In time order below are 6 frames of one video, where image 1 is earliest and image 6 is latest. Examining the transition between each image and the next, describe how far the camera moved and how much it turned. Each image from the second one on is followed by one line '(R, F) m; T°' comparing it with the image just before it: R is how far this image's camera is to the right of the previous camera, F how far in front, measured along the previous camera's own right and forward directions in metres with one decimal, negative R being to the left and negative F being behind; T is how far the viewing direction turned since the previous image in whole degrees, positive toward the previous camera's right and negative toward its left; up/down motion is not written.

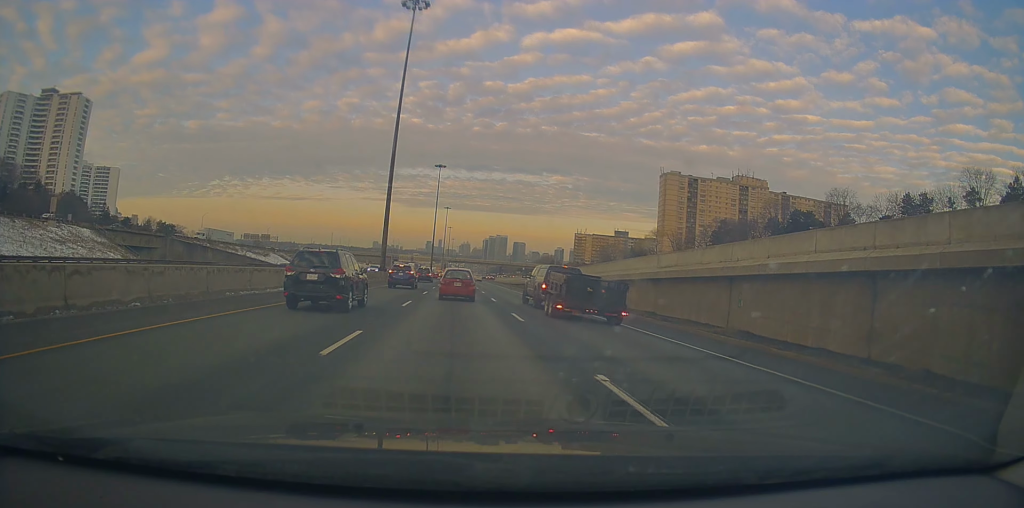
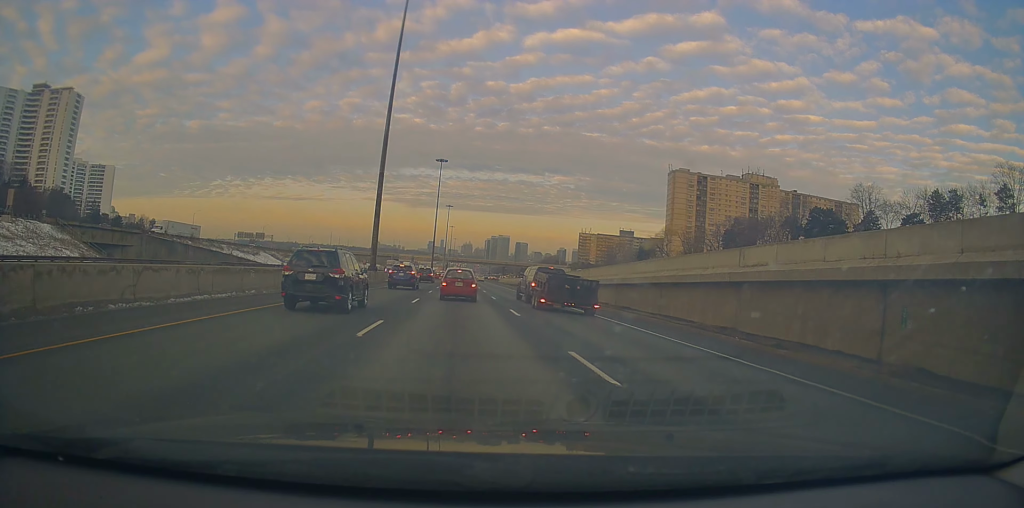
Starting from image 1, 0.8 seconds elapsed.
(+0.4, +9.1) m; +1°
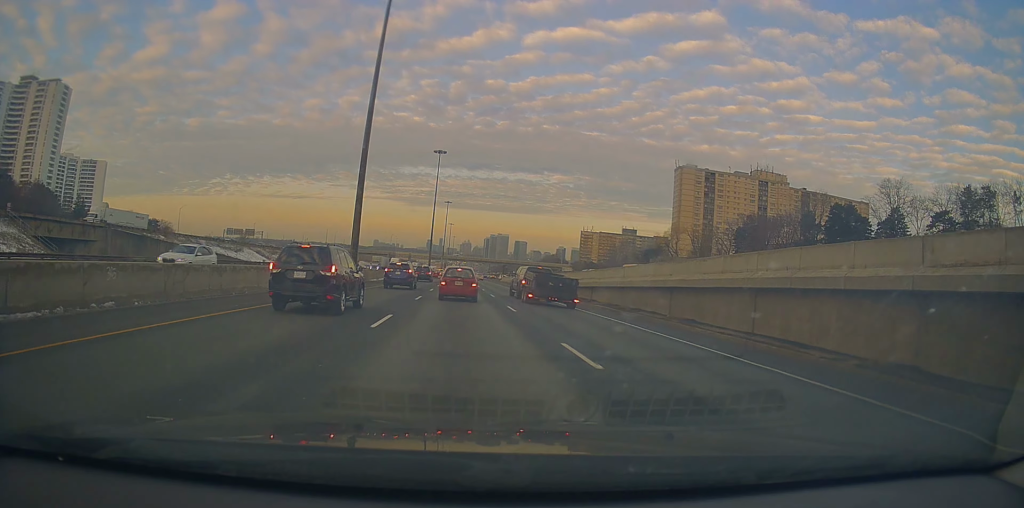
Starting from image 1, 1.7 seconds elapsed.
(-0.1, +10.3) m; -1°
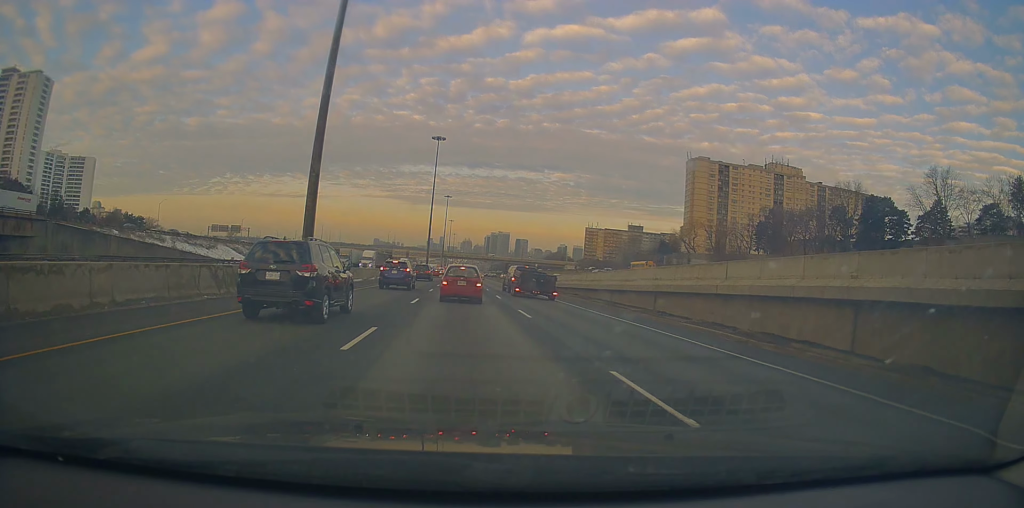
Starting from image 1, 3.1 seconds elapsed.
(-0.2, +15.9) m; -1°
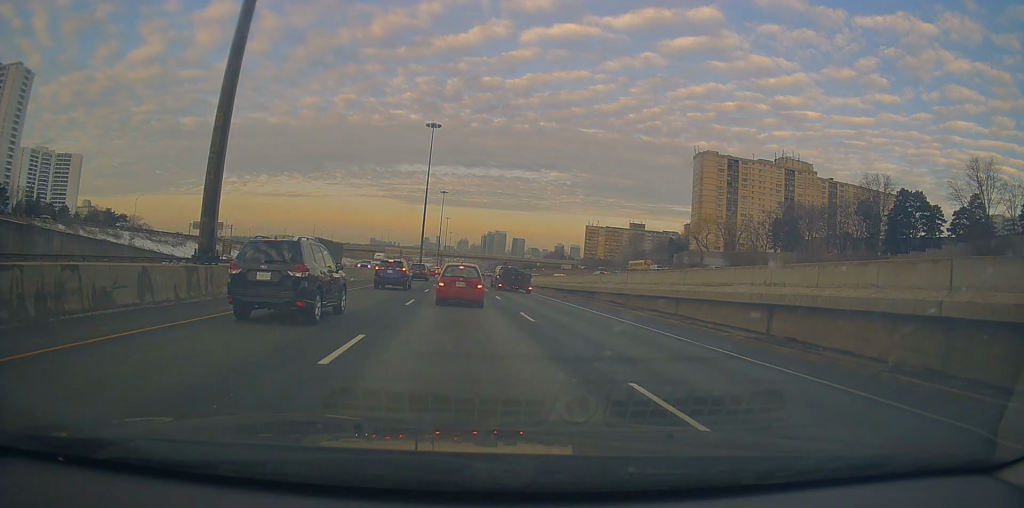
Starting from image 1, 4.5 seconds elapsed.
(+0.2, +14.3) m; +1°
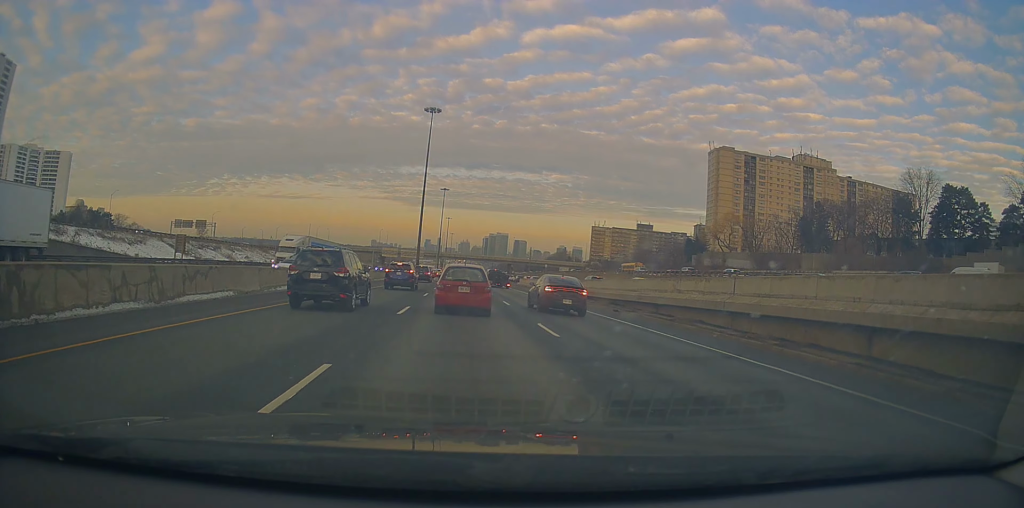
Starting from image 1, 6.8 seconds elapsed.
(-0.7, +16.3) m; +1°
